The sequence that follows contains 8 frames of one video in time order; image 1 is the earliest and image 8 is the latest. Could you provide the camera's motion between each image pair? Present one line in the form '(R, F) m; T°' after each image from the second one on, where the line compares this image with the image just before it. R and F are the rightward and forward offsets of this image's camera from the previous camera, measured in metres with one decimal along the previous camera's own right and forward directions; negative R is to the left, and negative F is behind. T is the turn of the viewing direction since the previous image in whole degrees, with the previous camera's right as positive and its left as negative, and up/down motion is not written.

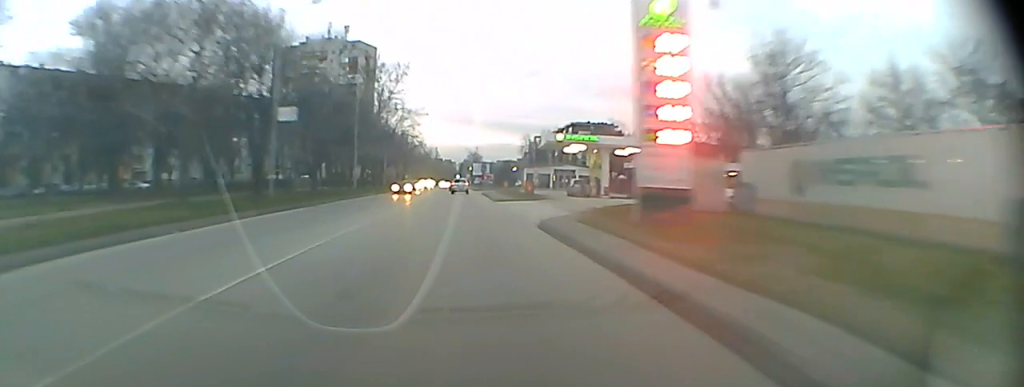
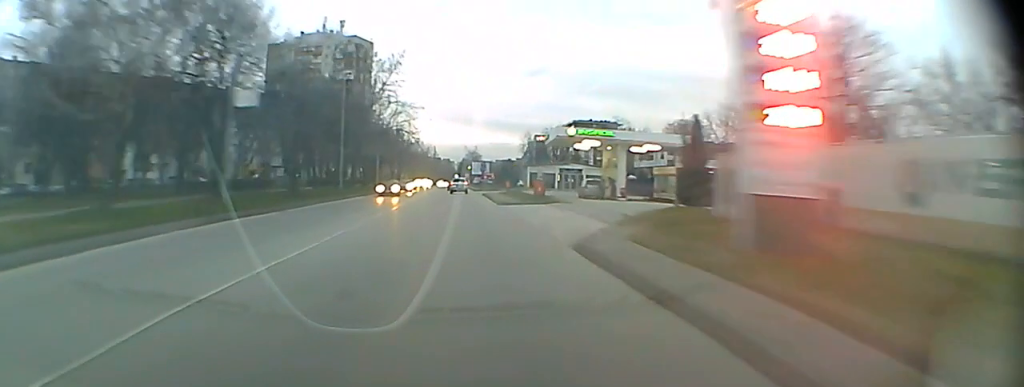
(0.0, +6.7) m; 0°
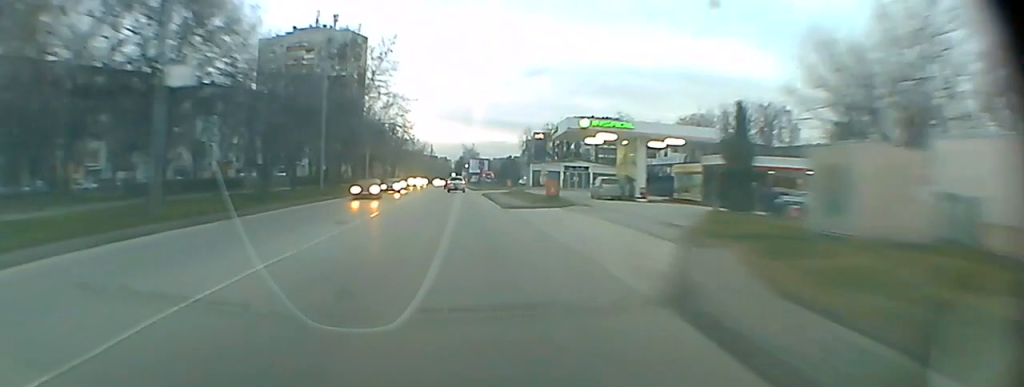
(0.0, +7.6) m; 0°
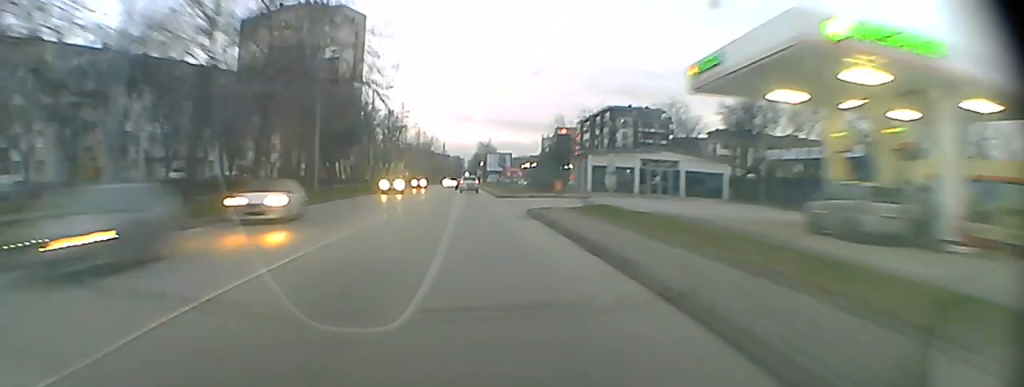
(+0.1, +35.6) m; 0°
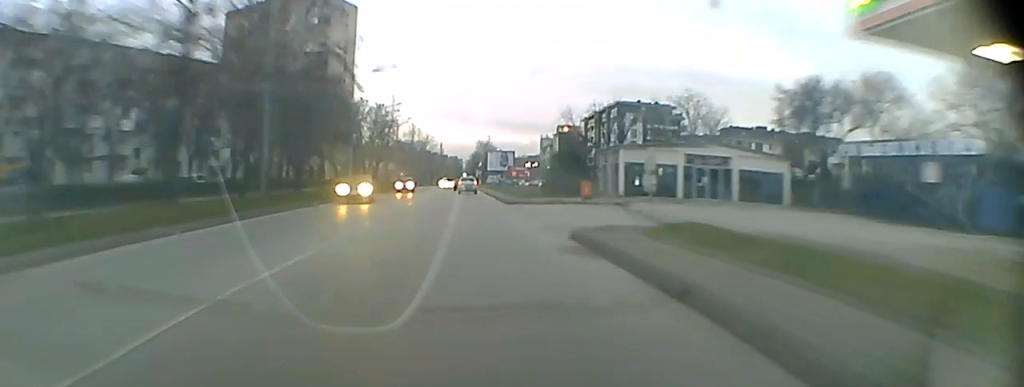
(0.0, +12.3) m; 0°
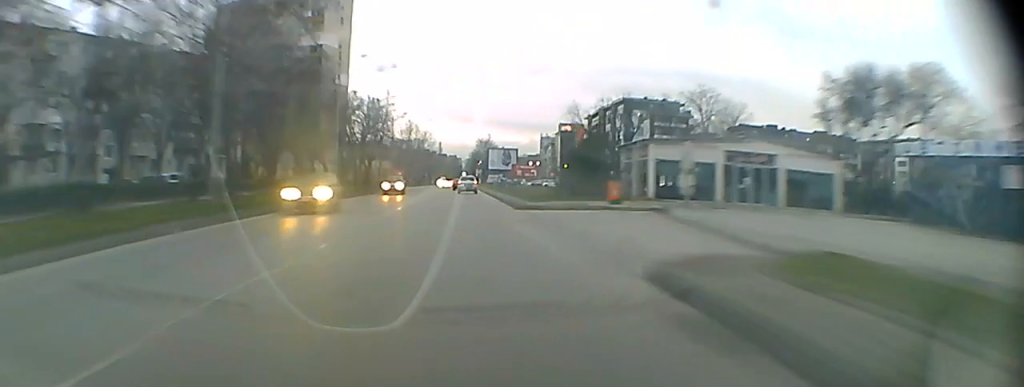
(0.0, +6.5) m; 0°
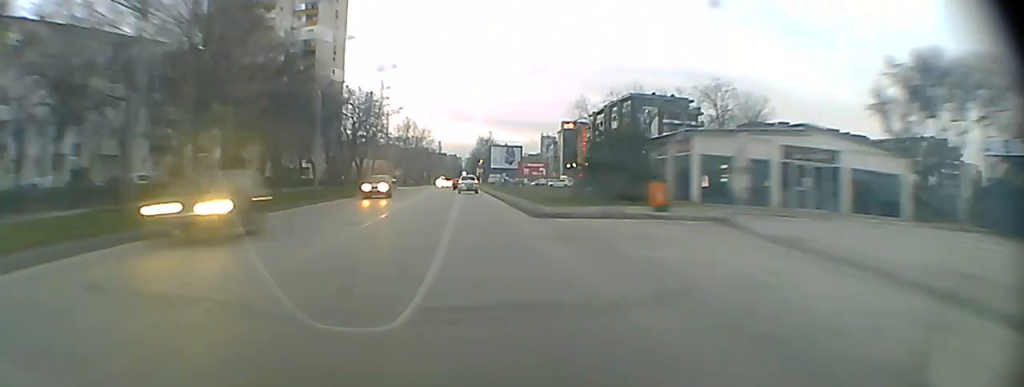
(0.0, +8.2) m; 0°
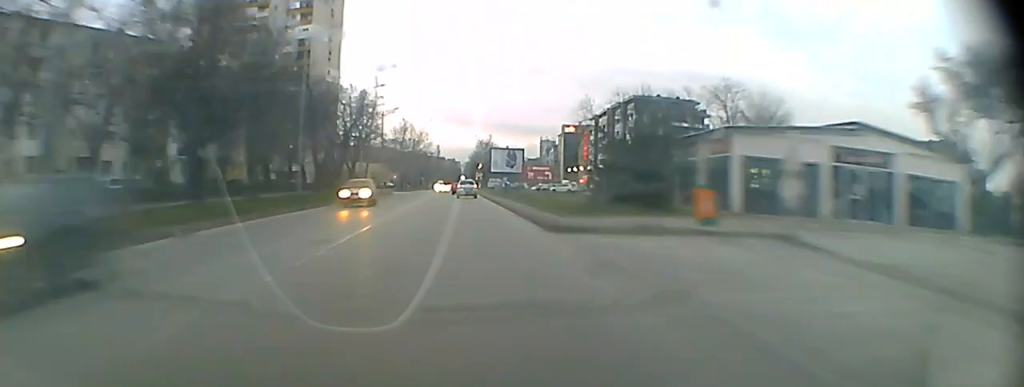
(0.0, +4.9) m; 0°
